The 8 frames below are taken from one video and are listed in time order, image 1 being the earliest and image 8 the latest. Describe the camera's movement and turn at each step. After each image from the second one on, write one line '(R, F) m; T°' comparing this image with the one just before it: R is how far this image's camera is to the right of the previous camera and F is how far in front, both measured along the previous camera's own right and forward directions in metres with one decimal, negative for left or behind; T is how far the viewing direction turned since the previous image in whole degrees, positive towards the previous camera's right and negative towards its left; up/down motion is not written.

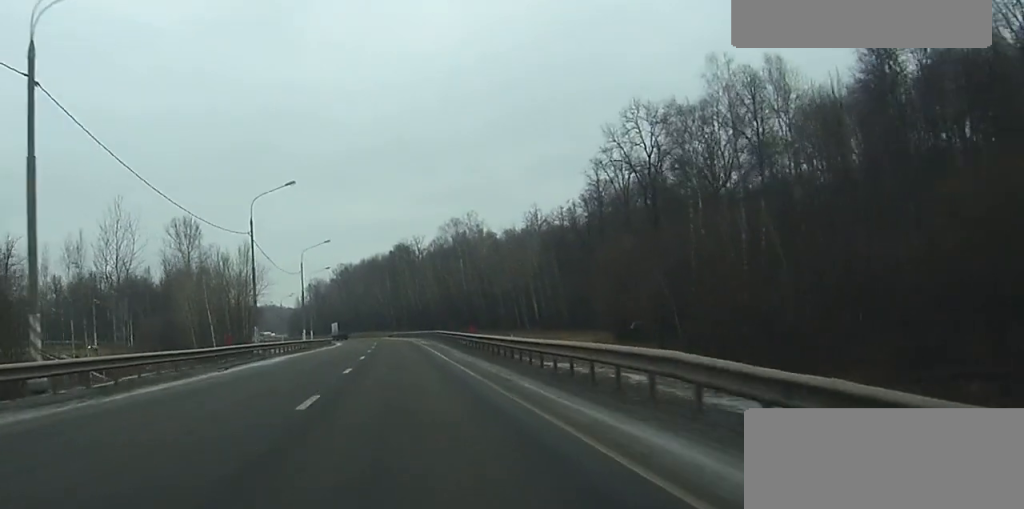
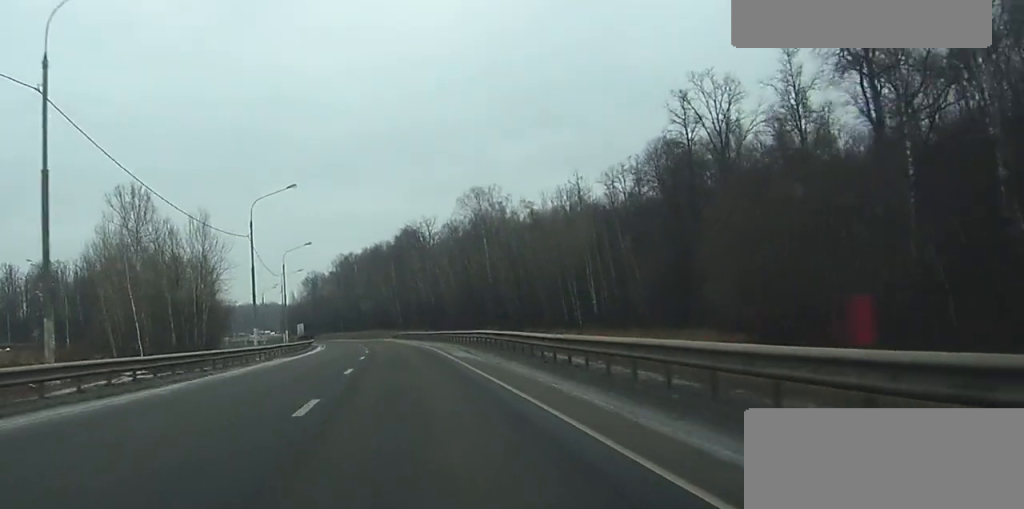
(-0.3, +37.3) m; -1°
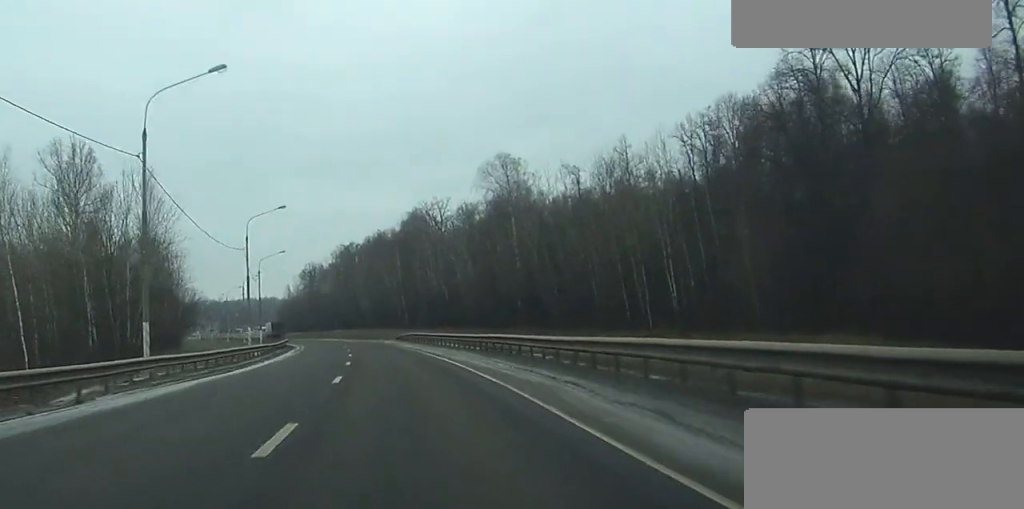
(-0.1, +27.9) m; 0°
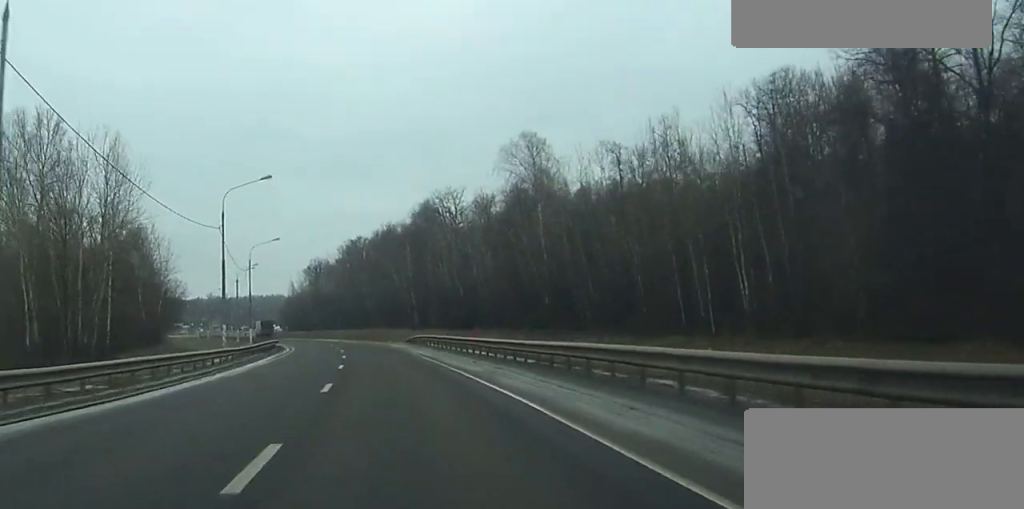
(-0.1, +13.8) m; -1°
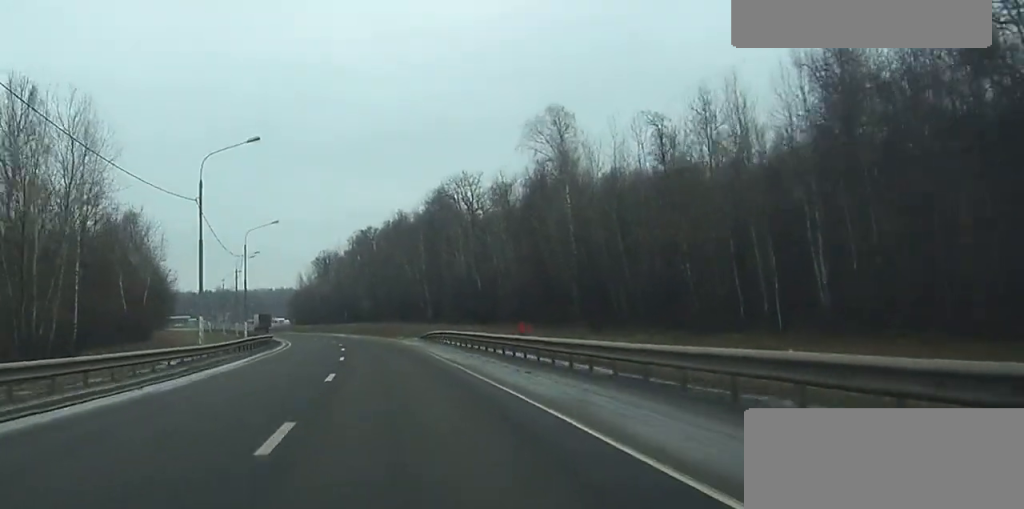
(0.0, +9.7) m; 0°
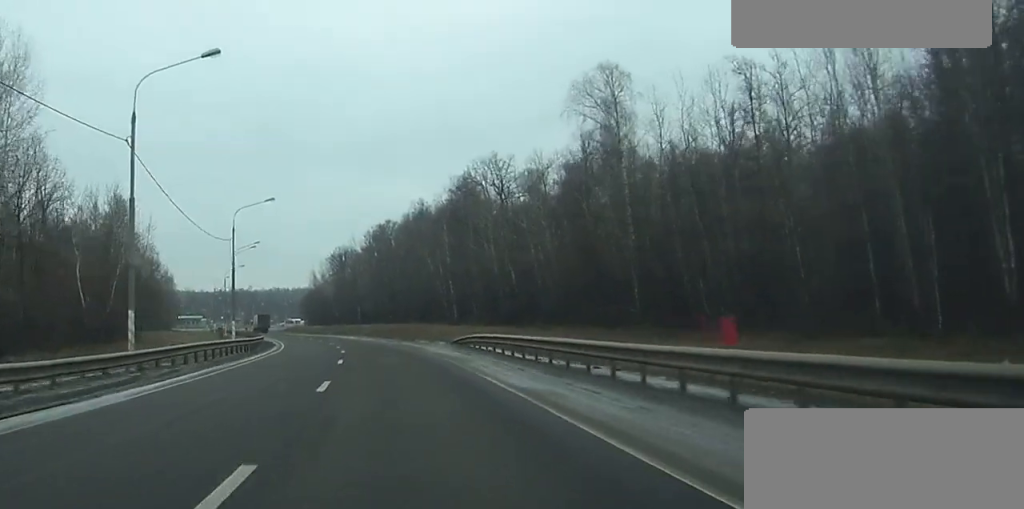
(-0.2, +16.0) m; -1°
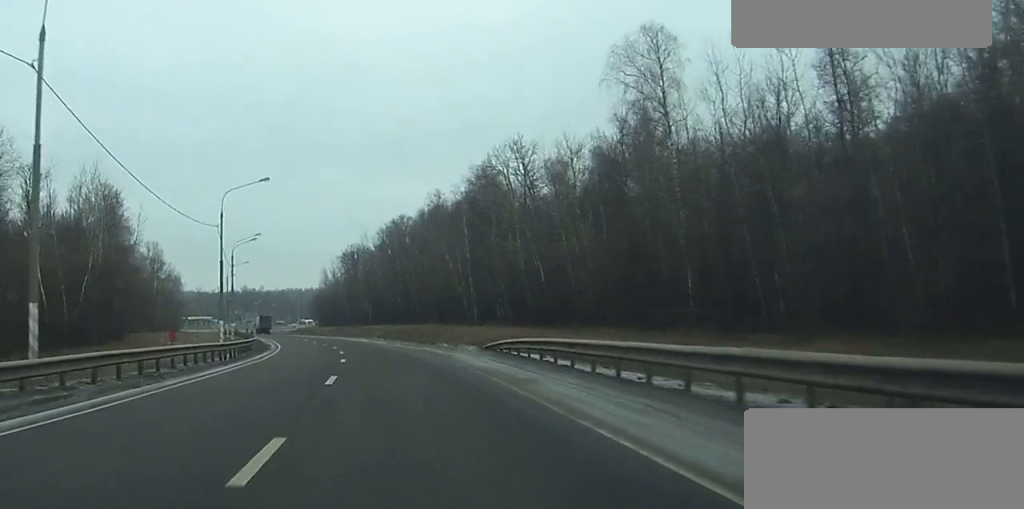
(0.0, +10.3) m; -1°
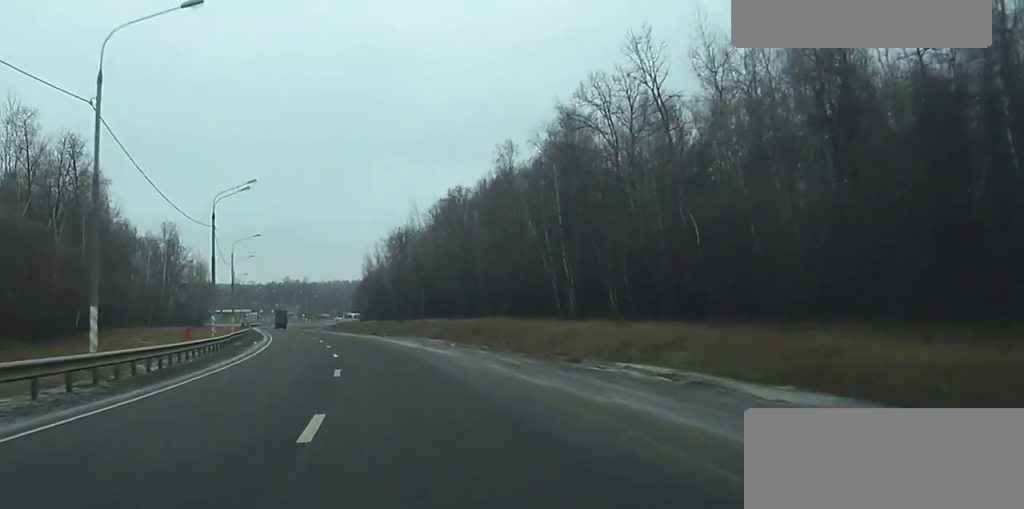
(-1.1, +34.4) m; -3°
